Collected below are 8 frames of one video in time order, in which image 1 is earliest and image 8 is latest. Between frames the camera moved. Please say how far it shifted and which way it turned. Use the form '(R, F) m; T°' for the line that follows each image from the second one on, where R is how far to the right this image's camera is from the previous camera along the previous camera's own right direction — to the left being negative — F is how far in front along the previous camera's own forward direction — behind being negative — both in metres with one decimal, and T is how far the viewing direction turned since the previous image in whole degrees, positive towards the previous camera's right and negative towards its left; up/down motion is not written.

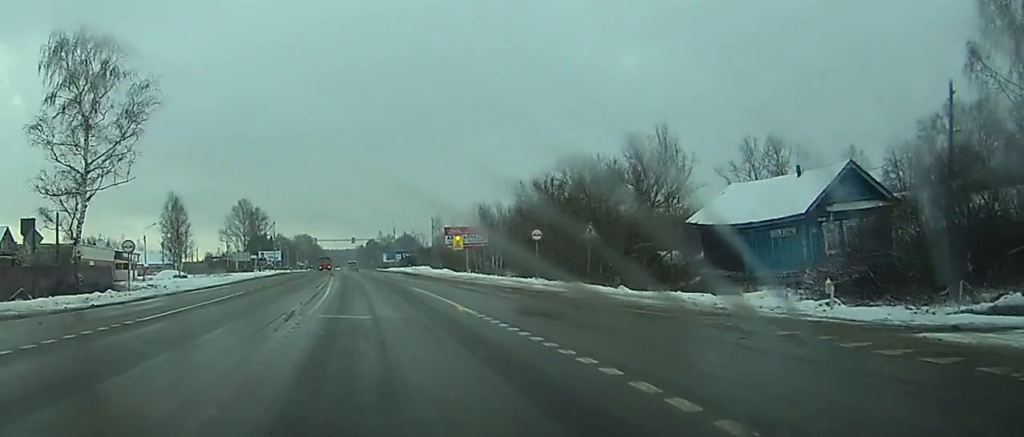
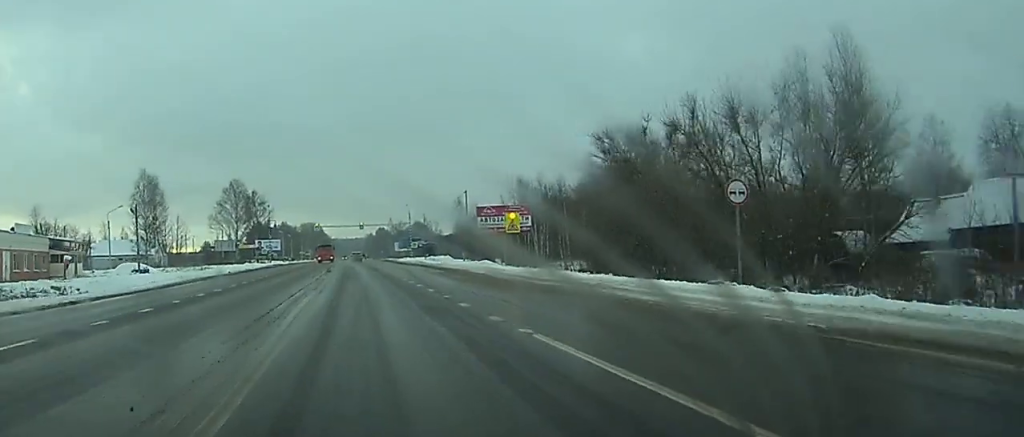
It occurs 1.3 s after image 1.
(0.0, +26.4) m; 0°
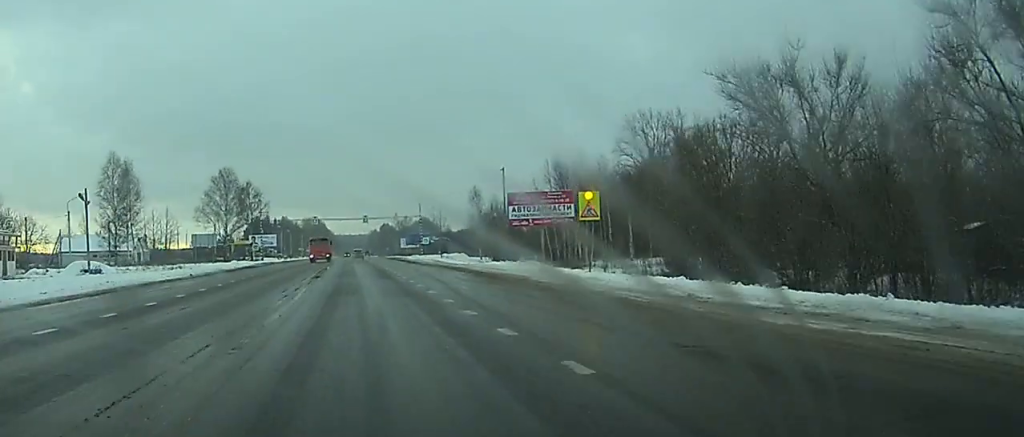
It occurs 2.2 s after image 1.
(0.0, +18.5) m; 0°
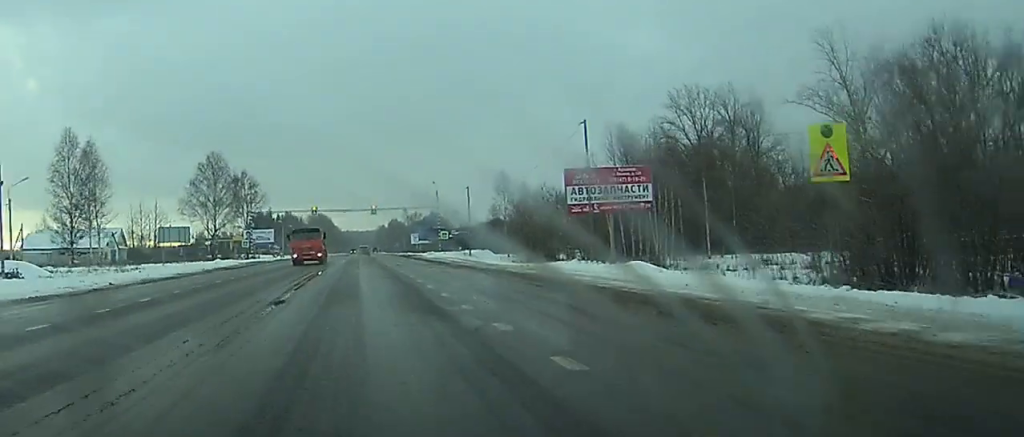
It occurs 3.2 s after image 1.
(0.0, +20.1) m; 0°
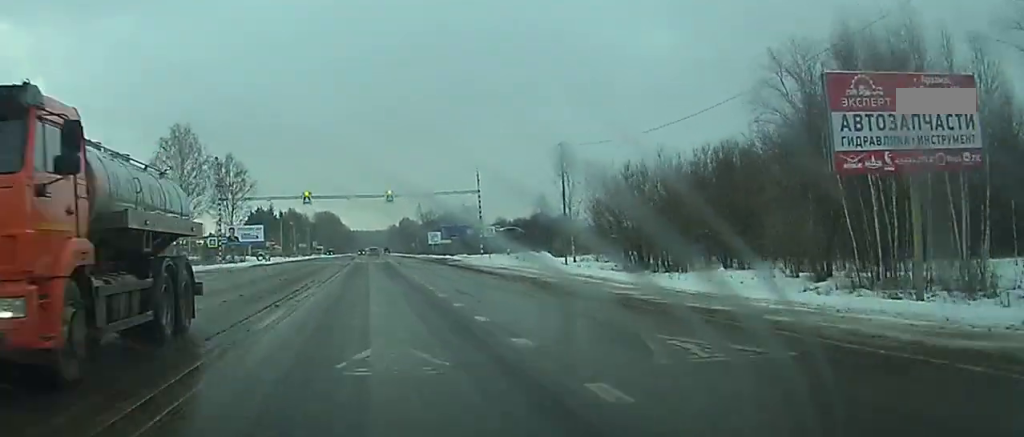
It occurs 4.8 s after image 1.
(-0.3, +34.4) m; -1°
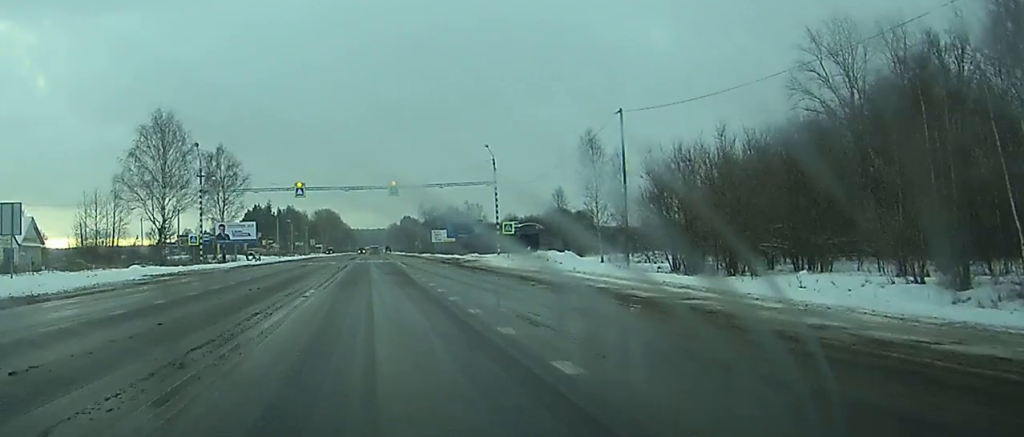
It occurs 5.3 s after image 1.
(0.0, +10.6) m; 0°
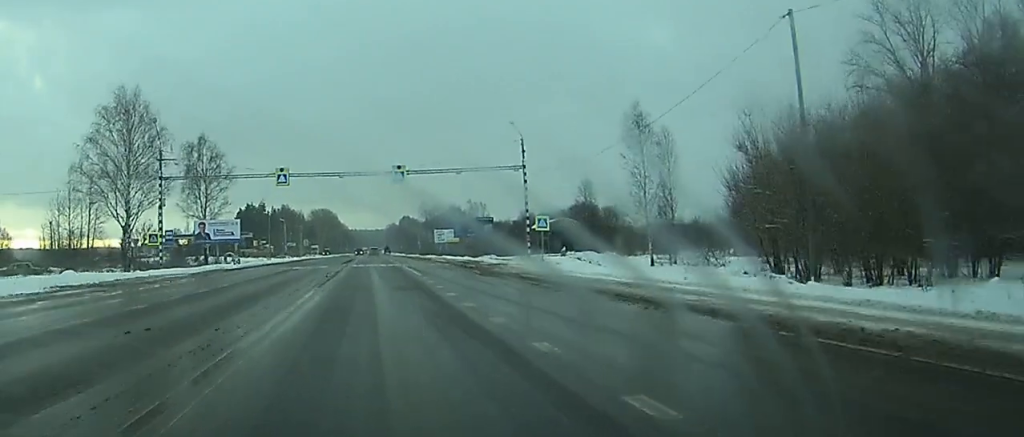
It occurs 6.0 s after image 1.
(-0.1, +14.7) m; 0°
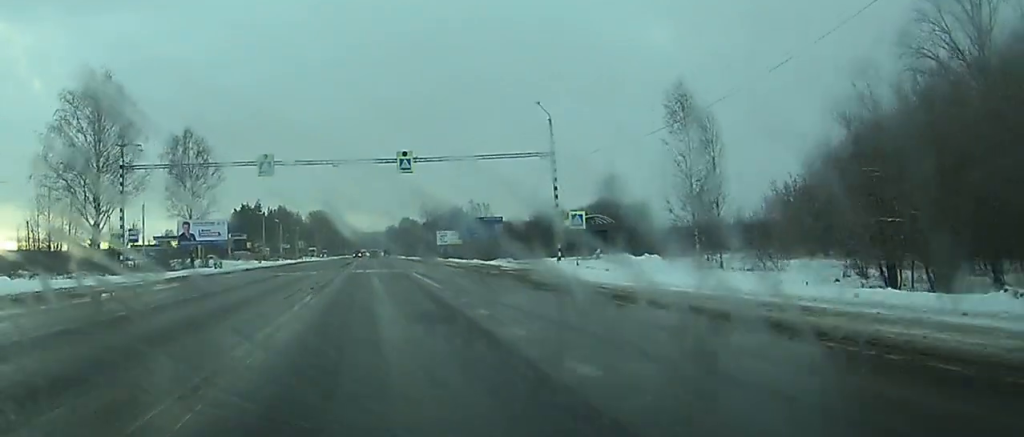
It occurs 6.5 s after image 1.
(0.0, +9.8) m; 0°
